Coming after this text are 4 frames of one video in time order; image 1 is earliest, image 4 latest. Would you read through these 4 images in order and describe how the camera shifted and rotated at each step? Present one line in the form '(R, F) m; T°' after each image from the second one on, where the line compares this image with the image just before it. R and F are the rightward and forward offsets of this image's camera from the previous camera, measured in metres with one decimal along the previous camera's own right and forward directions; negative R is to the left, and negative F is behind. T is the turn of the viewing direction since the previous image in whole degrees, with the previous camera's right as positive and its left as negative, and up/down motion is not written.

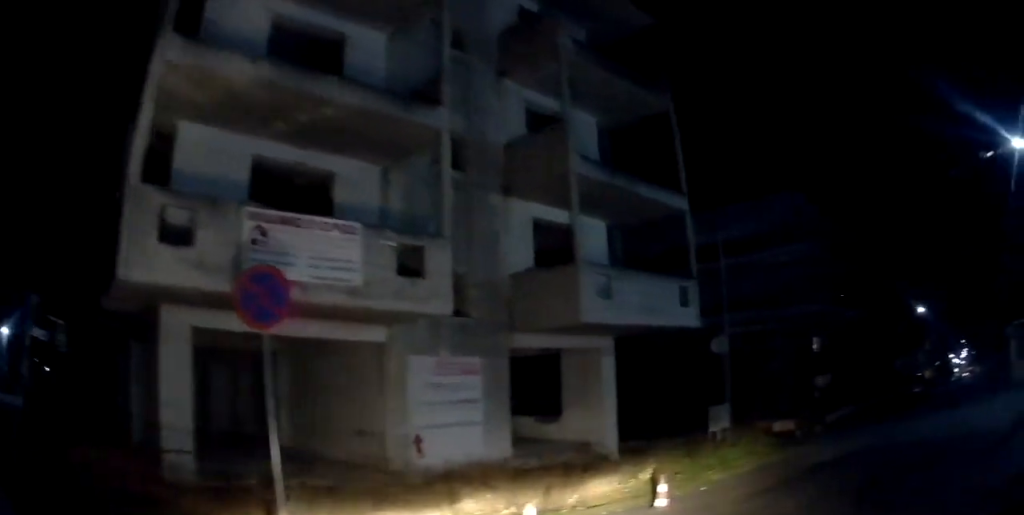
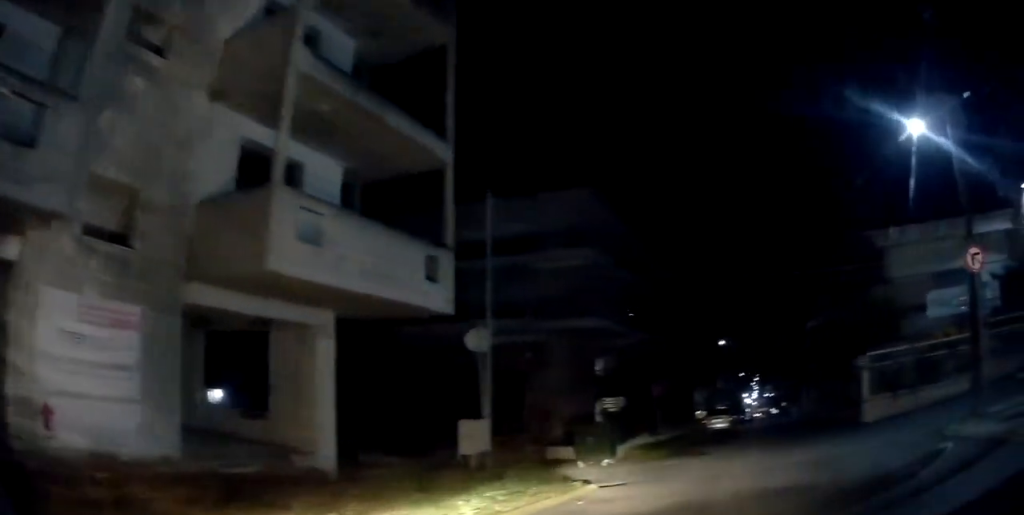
(+0.8, +4.0) m; +17°
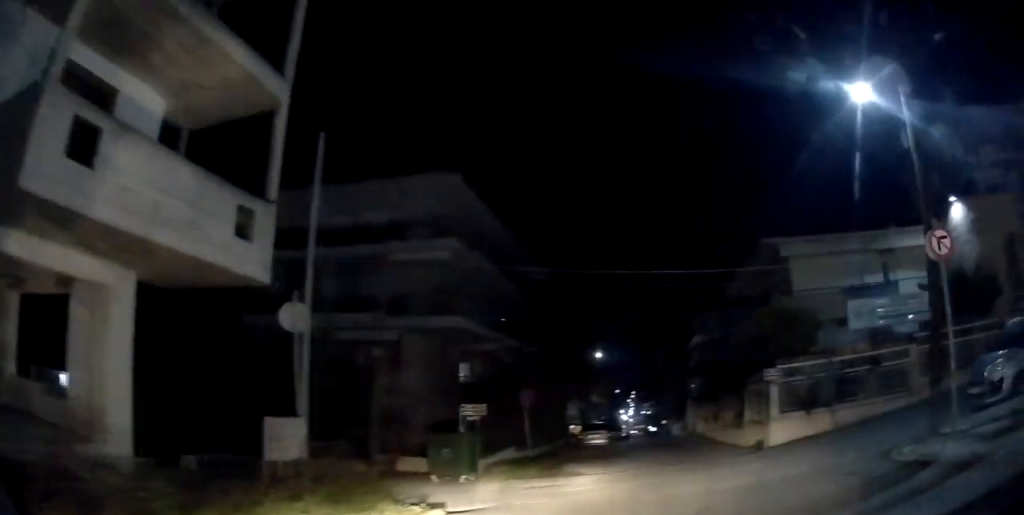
(+0.4, +2.6) m; +7°
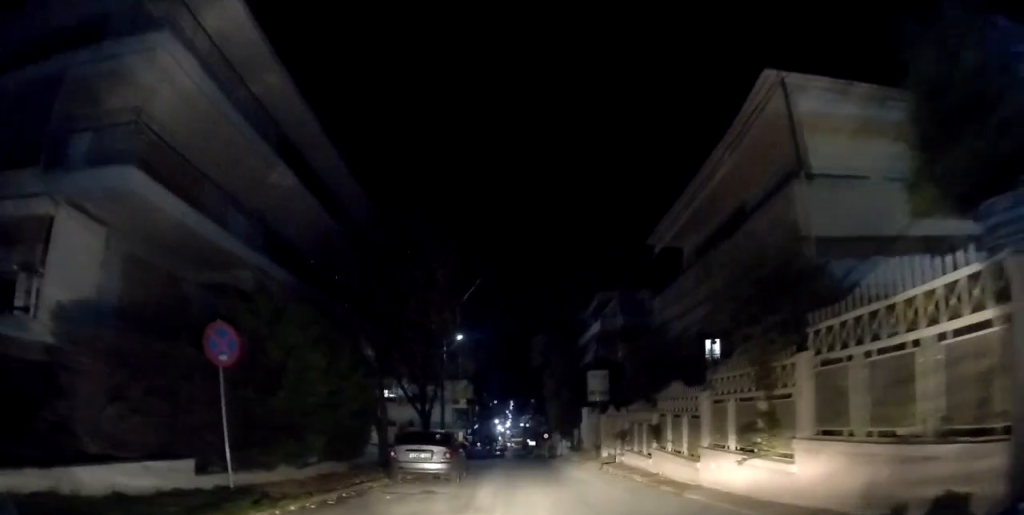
(+1.4, +13.5) m; +7°
